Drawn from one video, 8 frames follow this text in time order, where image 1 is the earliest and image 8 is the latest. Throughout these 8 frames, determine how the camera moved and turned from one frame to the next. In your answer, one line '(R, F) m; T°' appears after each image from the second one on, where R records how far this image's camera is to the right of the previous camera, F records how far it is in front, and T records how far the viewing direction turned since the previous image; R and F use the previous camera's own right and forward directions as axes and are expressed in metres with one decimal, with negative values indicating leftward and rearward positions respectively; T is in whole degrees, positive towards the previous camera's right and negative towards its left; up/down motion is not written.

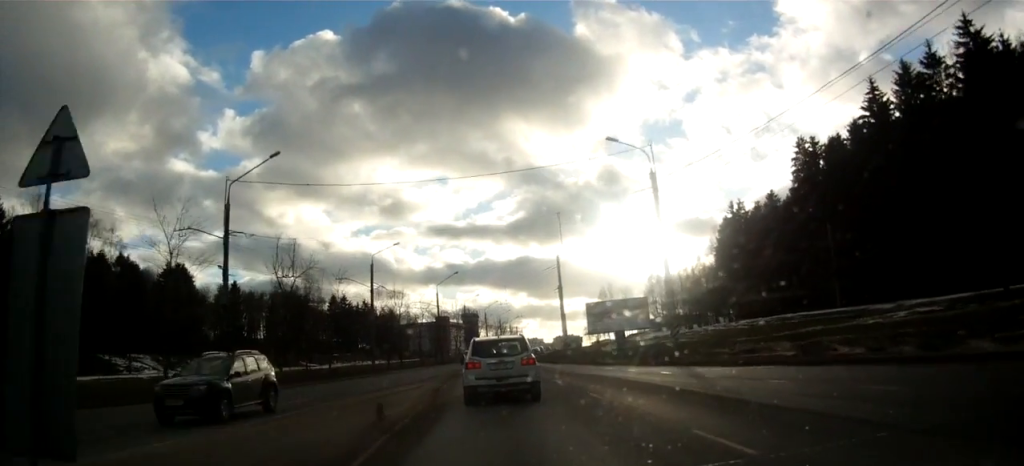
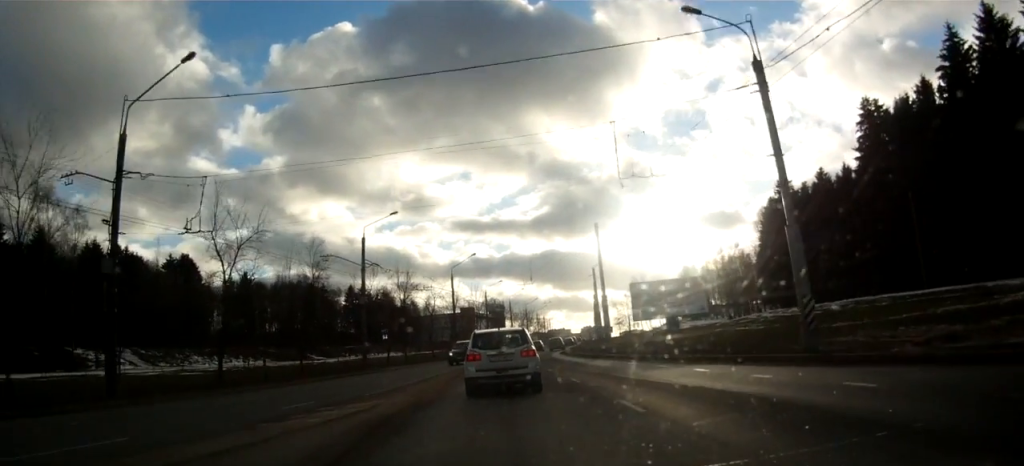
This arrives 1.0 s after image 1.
(-0.2, +12.3) m; -2°
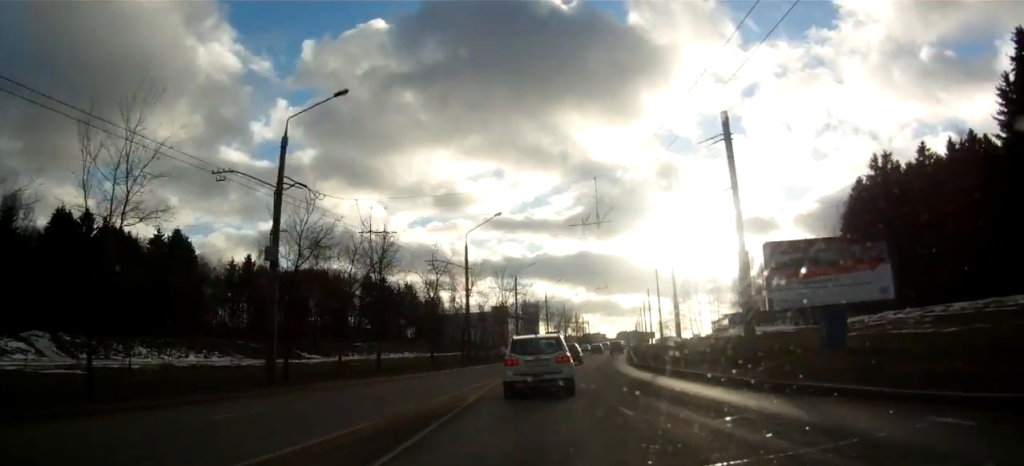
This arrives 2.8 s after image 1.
(-1.0, +23.1) m; -4°
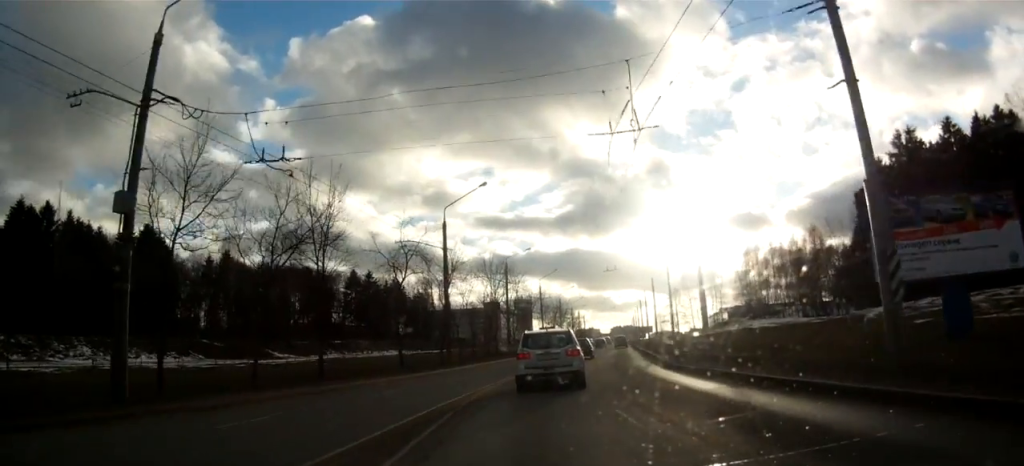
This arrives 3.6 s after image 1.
(0.0, +9.4) m; +1°
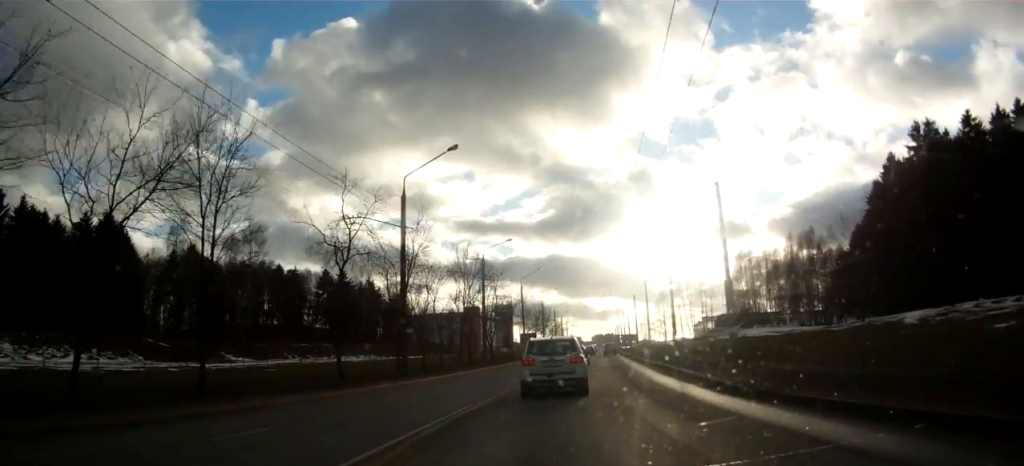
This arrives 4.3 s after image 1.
(+0.2, +9.4) m; +2°
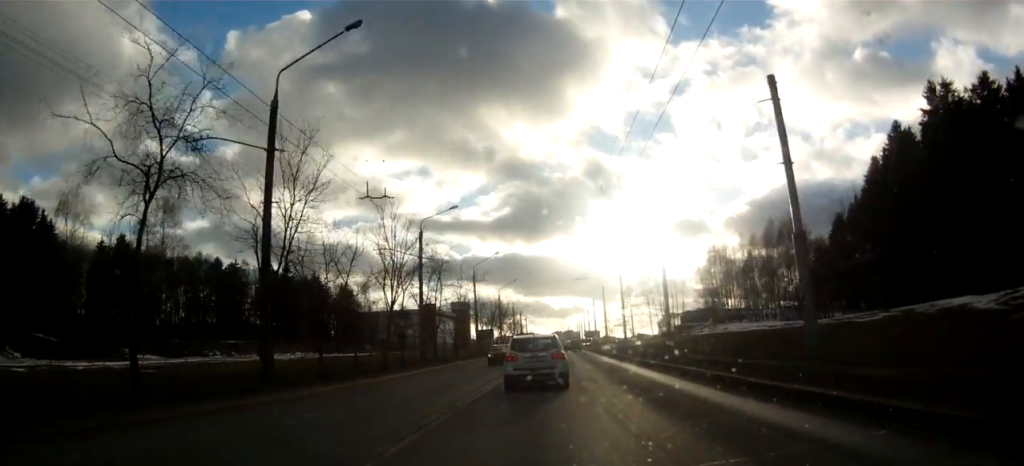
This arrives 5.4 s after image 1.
(+0.3, +12.9) m; +3°
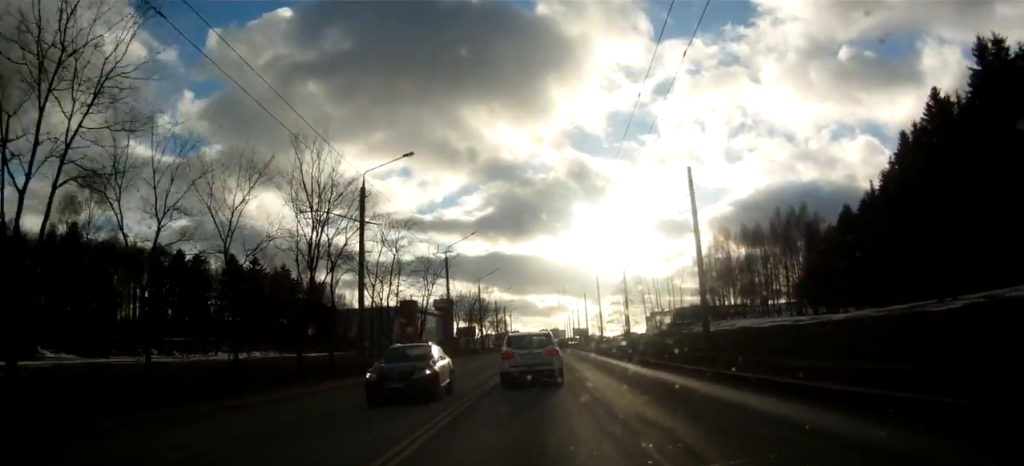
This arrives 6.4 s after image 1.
(+0.3, +12.7) m; +2°
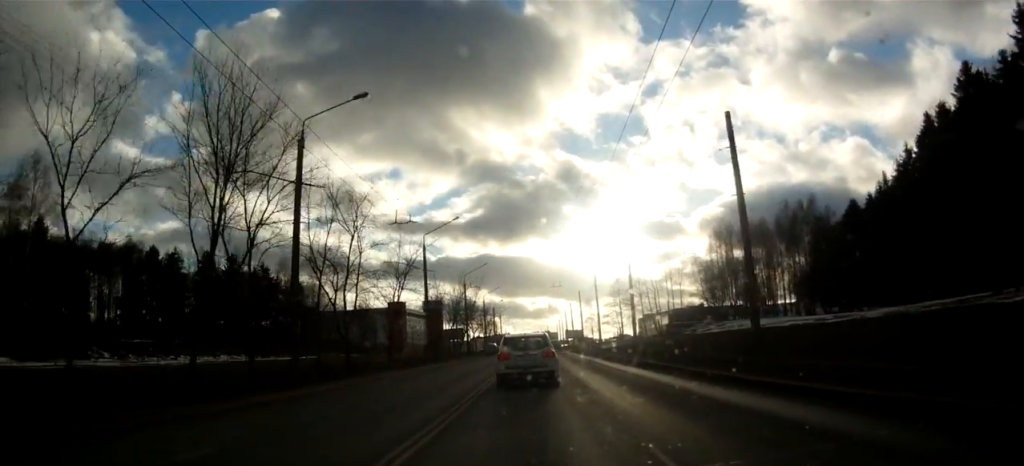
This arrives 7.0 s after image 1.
(+0.1, +8.3) m; 0°
